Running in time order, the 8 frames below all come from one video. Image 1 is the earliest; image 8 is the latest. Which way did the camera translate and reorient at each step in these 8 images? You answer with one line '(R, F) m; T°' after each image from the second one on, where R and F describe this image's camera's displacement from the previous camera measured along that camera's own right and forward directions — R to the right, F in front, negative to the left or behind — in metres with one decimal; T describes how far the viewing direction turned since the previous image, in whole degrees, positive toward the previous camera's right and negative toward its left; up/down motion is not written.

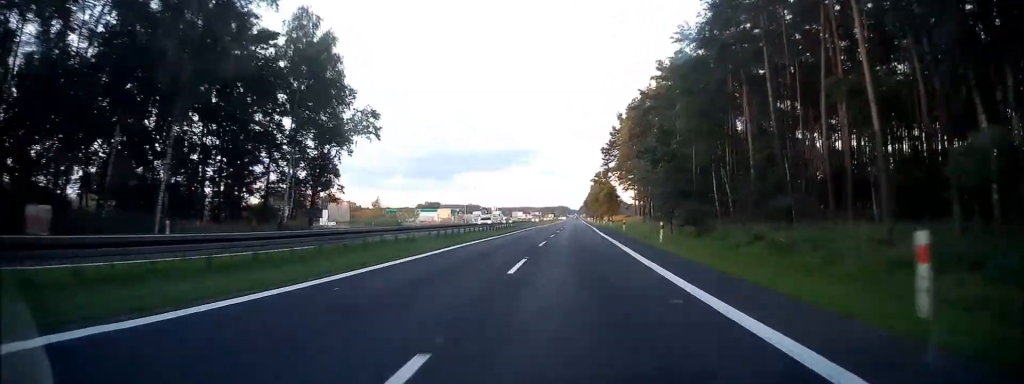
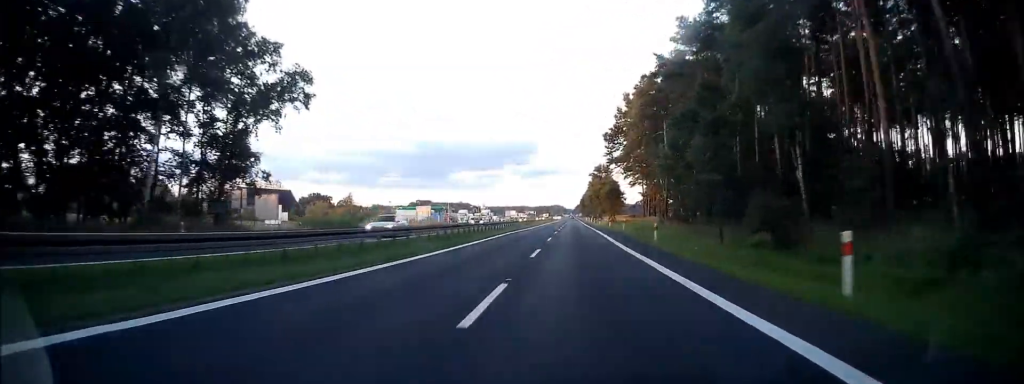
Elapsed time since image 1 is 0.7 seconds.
(+0.2, +18.6) m; +1°
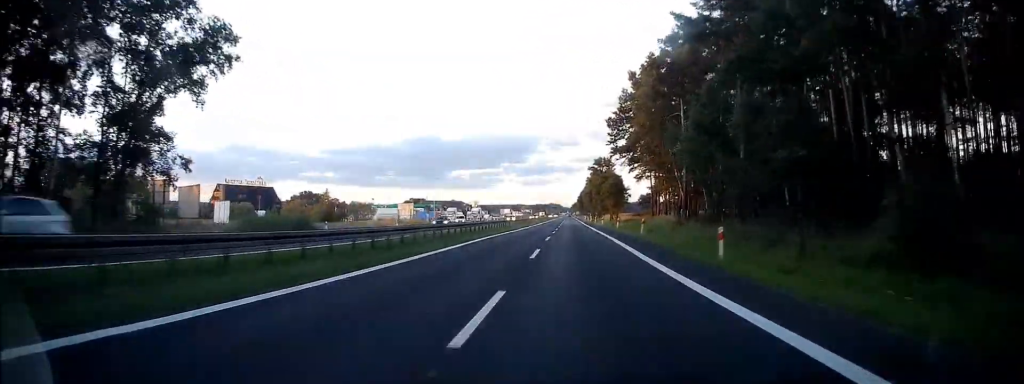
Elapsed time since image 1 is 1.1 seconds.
(0.0, +12.0) m; +1°
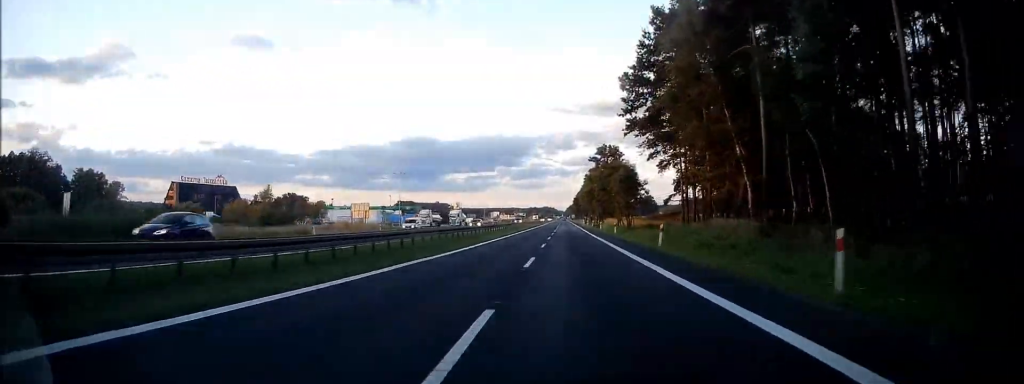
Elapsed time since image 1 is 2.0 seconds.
(+0.4, +25.9) m; +1°
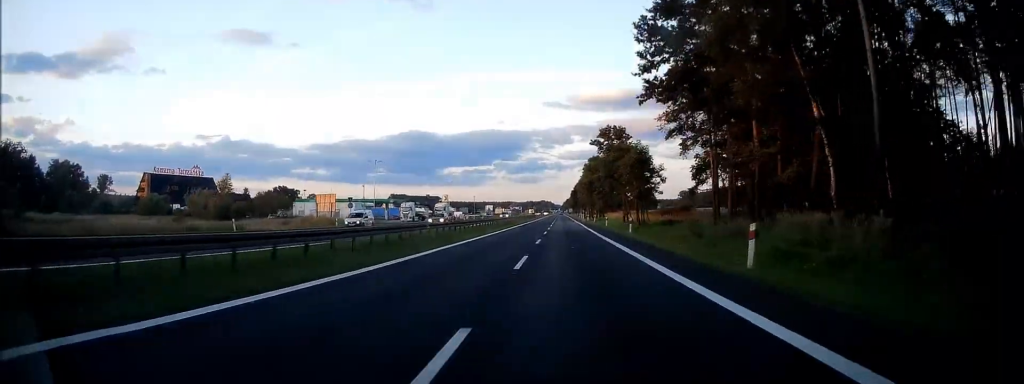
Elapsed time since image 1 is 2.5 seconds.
(0.0, +13.9) m; 0°
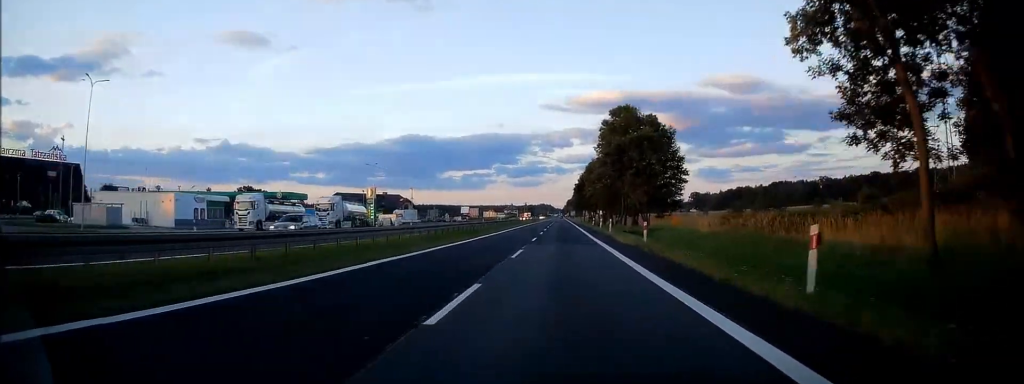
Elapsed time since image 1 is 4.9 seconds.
(-0.3, +66.7) m; 0°
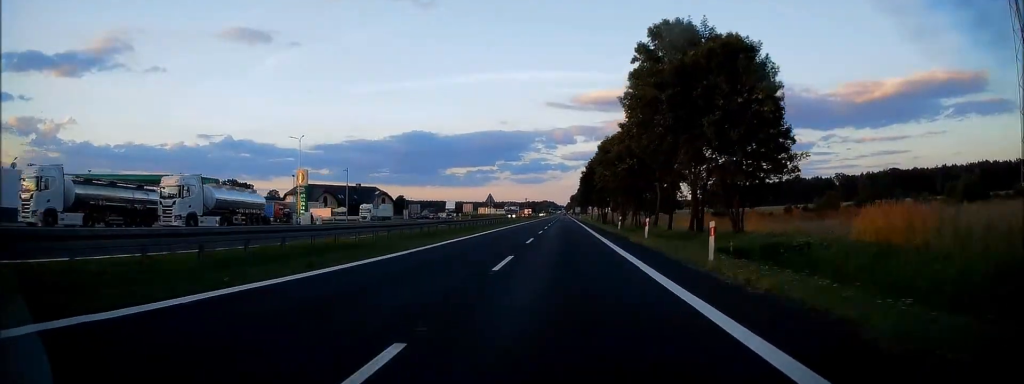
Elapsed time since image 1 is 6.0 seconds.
(+0.1, +30.5) m; -1°
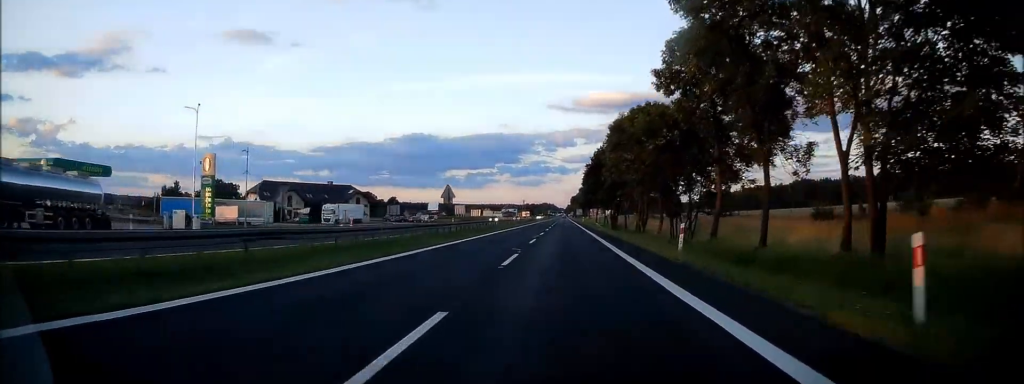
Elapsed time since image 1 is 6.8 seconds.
(-0.3, +22.1) m; -1°
